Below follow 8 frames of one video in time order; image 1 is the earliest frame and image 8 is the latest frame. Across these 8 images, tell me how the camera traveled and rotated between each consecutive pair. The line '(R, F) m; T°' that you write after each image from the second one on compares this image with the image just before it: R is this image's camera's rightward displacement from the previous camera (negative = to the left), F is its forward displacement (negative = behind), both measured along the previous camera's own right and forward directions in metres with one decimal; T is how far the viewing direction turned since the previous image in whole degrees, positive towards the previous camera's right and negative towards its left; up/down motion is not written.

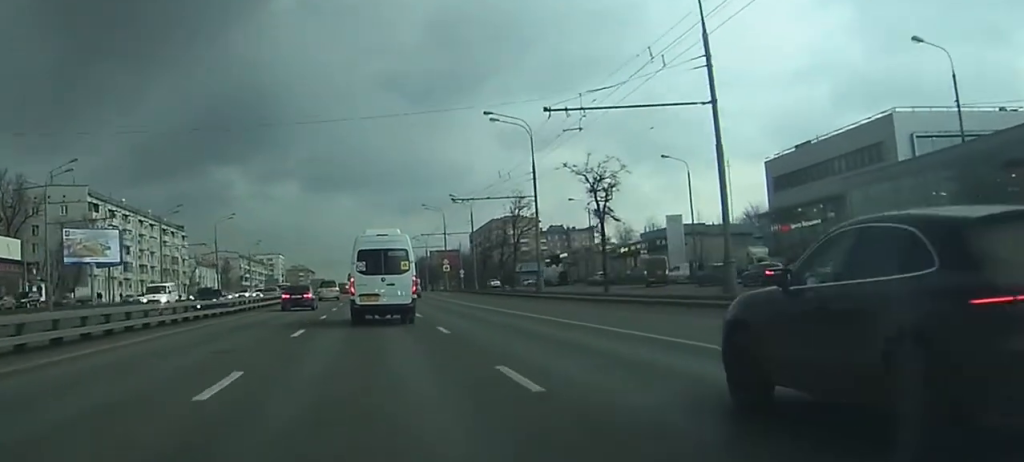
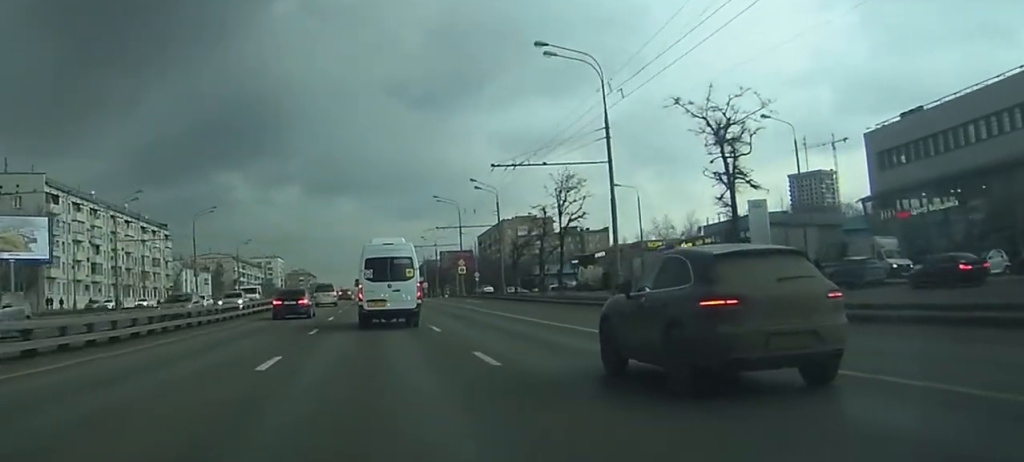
(+0.1, +19.9) m; 0°
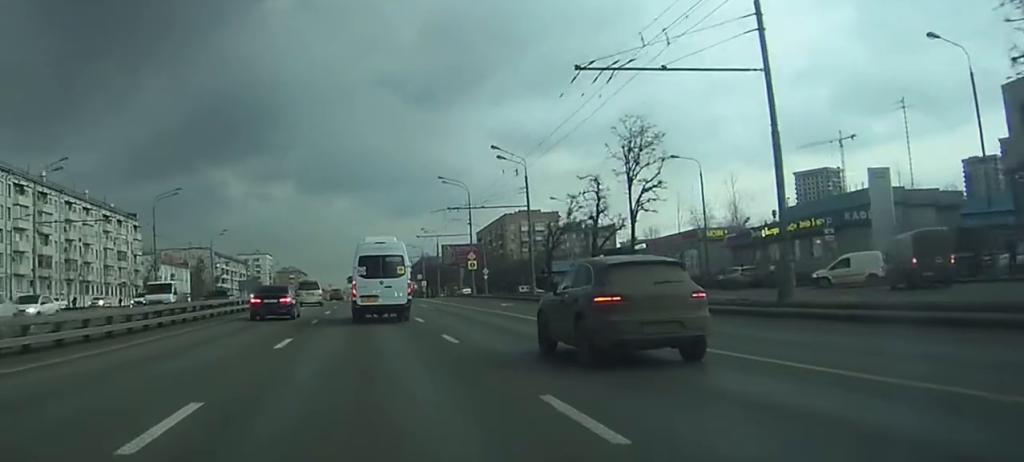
(0.0, +19.5) m; 0°
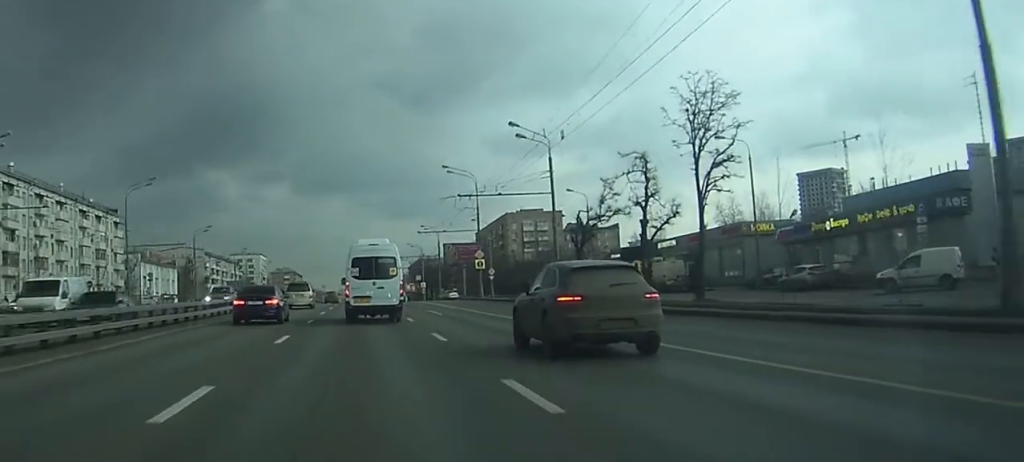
(0.0, +10.4) m; +1°
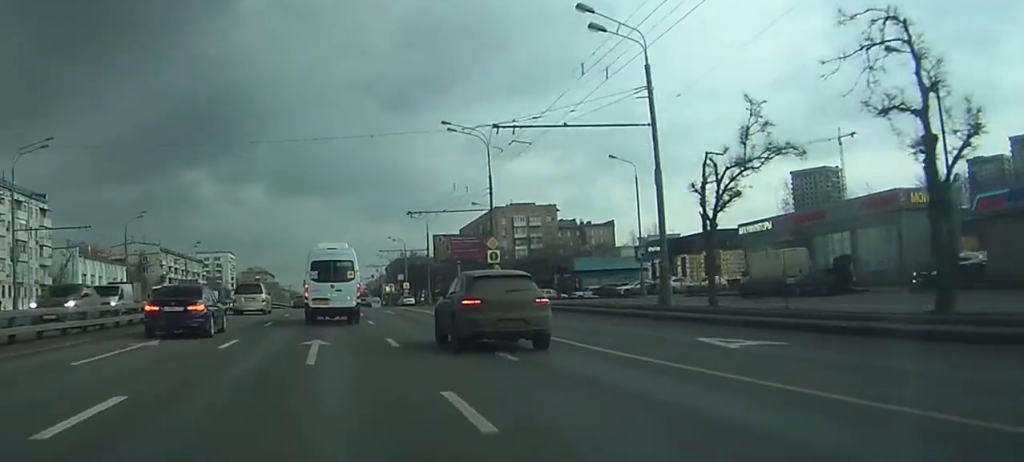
(+0.3, +24.9) m; +1°
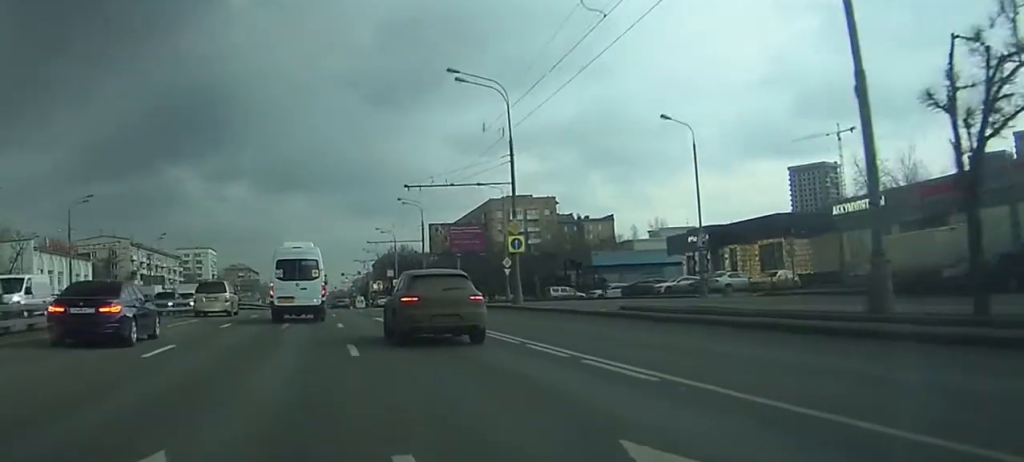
(0.0, +15.5) m; +1°
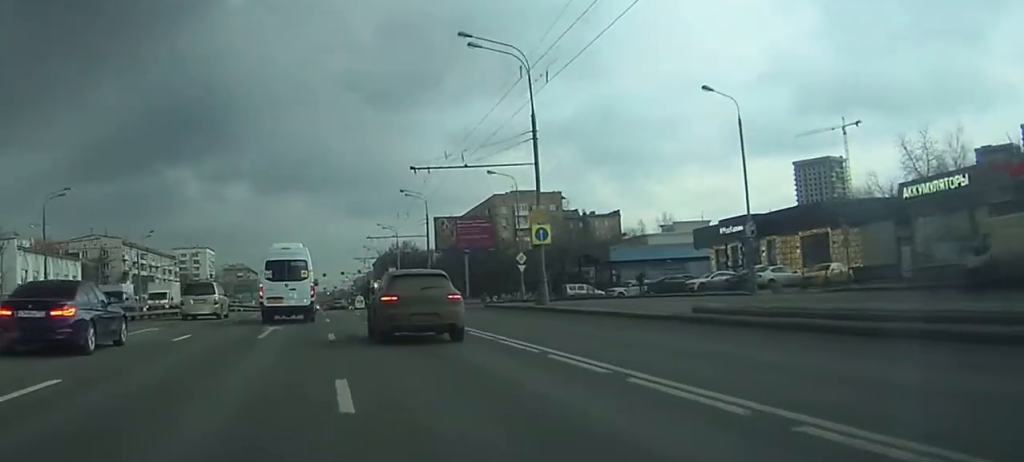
(0.0, +7.2) m; 0°
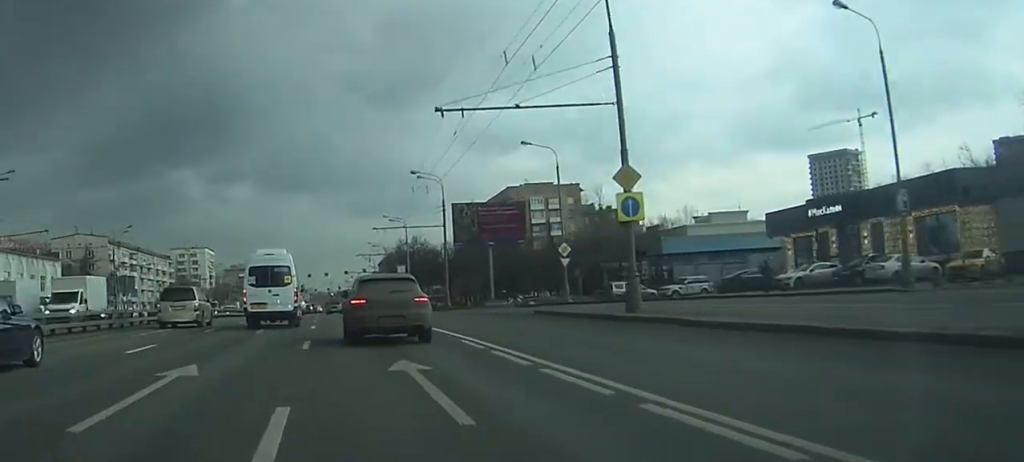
(+0.1, +14.3) m; 0°
